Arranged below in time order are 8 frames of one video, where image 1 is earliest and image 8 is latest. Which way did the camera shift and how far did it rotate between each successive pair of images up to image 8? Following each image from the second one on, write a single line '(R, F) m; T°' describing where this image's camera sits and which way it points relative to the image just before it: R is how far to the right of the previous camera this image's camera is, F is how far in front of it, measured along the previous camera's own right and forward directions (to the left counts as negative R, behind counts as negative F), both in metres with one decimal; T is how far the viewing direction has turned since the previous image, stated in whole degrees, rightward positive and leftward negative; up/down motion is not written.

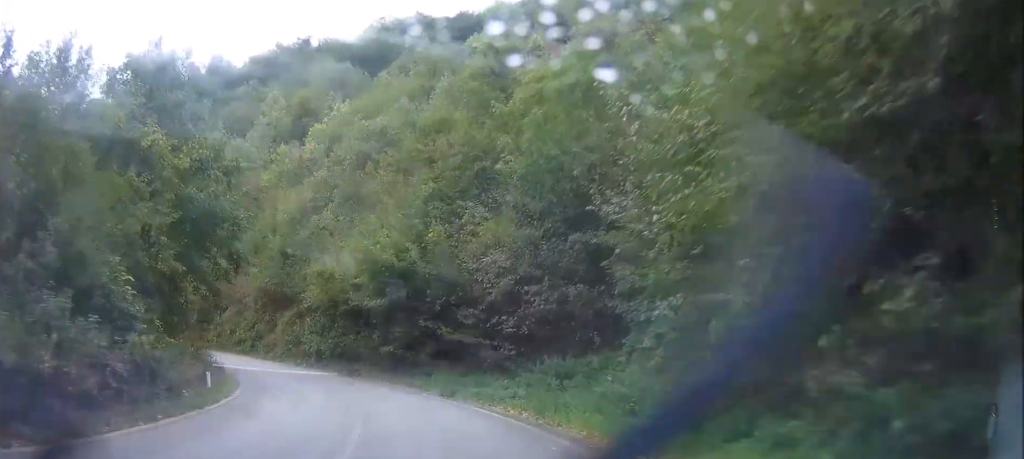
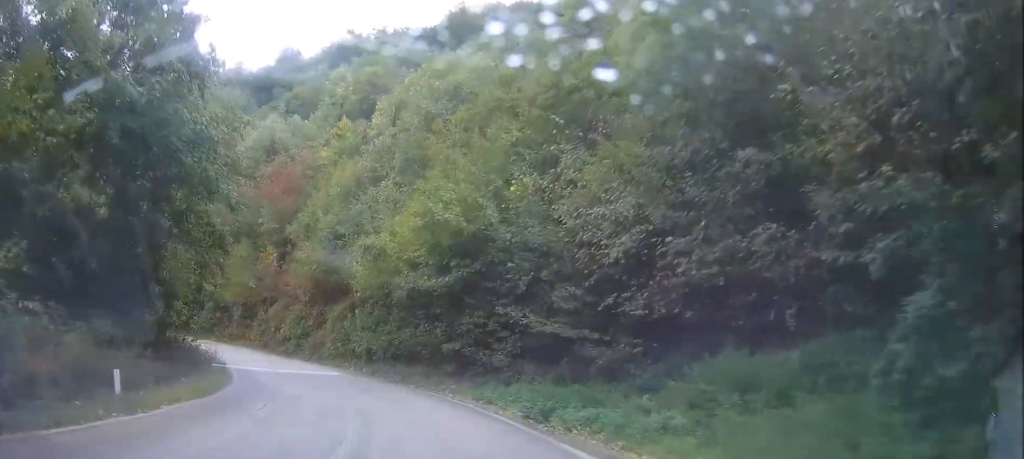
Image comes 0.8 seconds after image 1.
(-0.6, +9.3) m; -8°
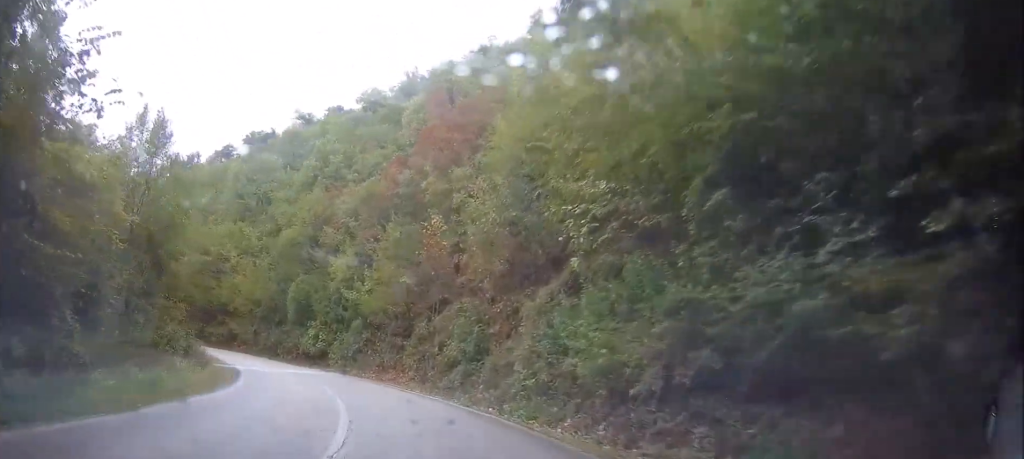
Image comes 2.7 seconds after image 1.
(-4.5, +22.2) m; -24°
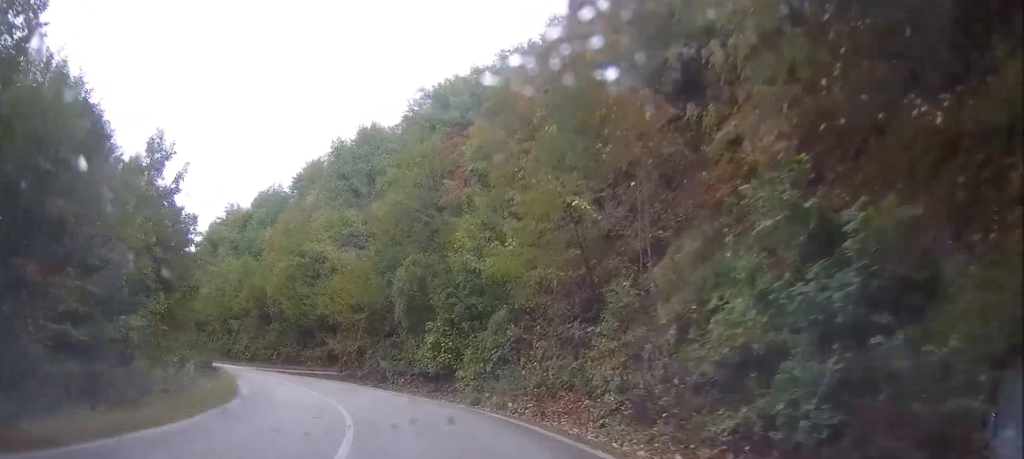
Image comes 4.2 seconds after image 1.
(-4.1, +18.3) m; -22°
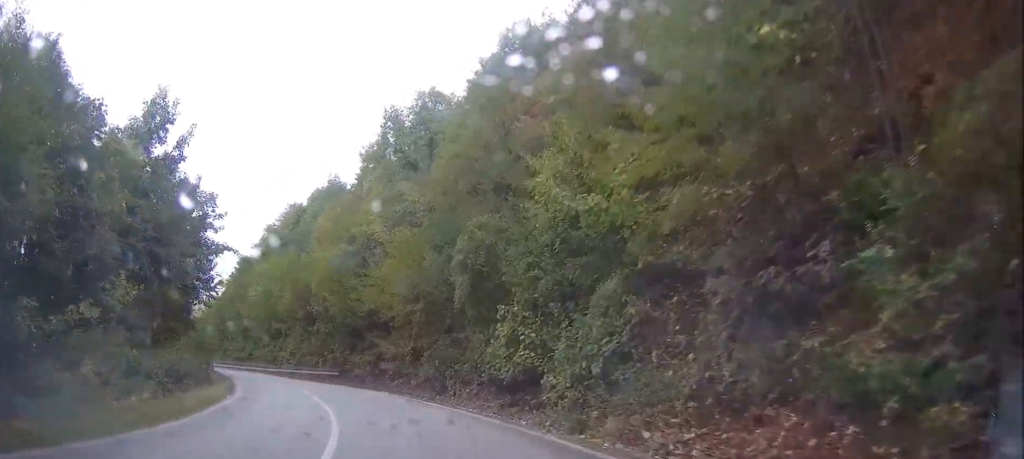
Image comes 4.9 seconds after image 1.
(-0.6, +9.8) m; -6°
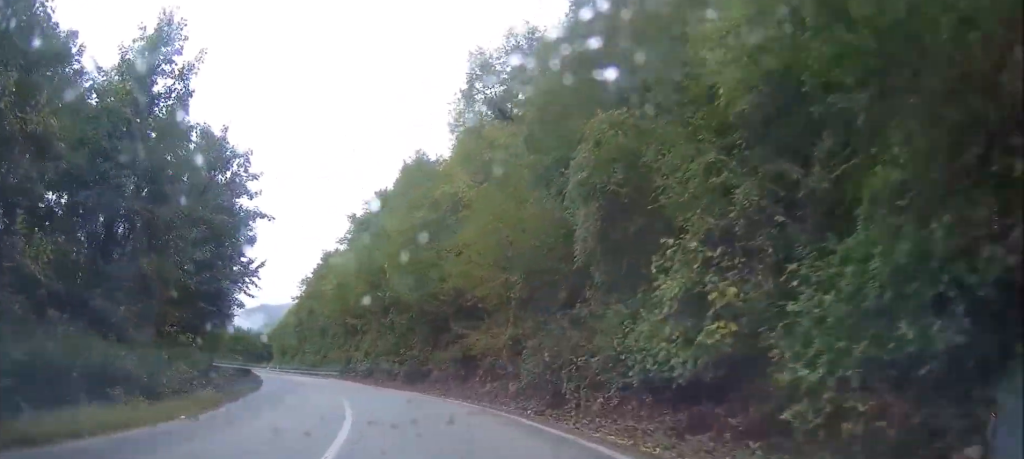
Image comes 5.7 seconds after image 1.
(-0.1, +10.6) m; -4°
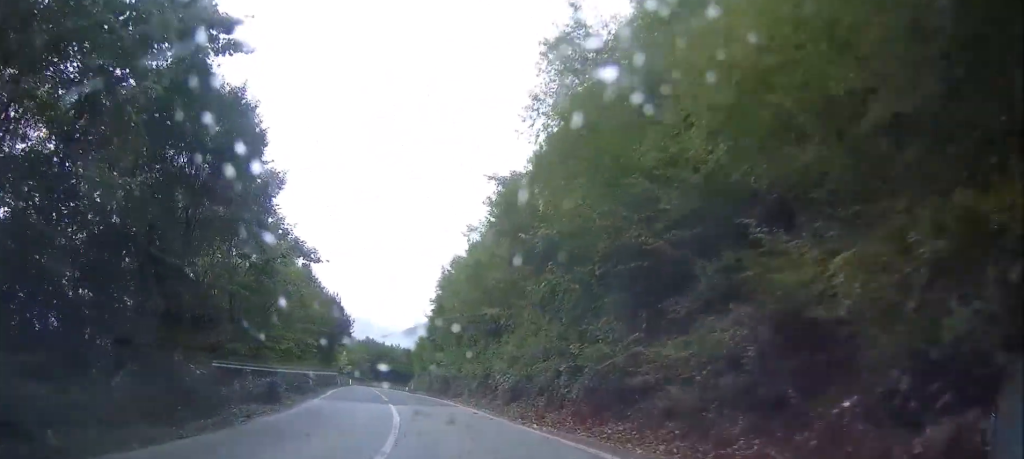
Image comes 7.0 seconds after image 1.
(-2.0, +19.6) m; -10°
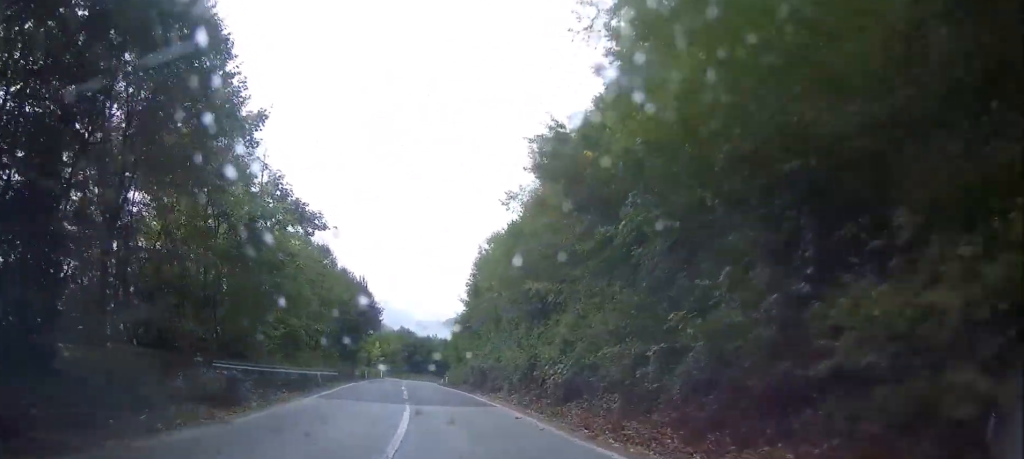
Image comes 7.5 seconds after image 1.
(-0.1, +6.8) m; -3°
